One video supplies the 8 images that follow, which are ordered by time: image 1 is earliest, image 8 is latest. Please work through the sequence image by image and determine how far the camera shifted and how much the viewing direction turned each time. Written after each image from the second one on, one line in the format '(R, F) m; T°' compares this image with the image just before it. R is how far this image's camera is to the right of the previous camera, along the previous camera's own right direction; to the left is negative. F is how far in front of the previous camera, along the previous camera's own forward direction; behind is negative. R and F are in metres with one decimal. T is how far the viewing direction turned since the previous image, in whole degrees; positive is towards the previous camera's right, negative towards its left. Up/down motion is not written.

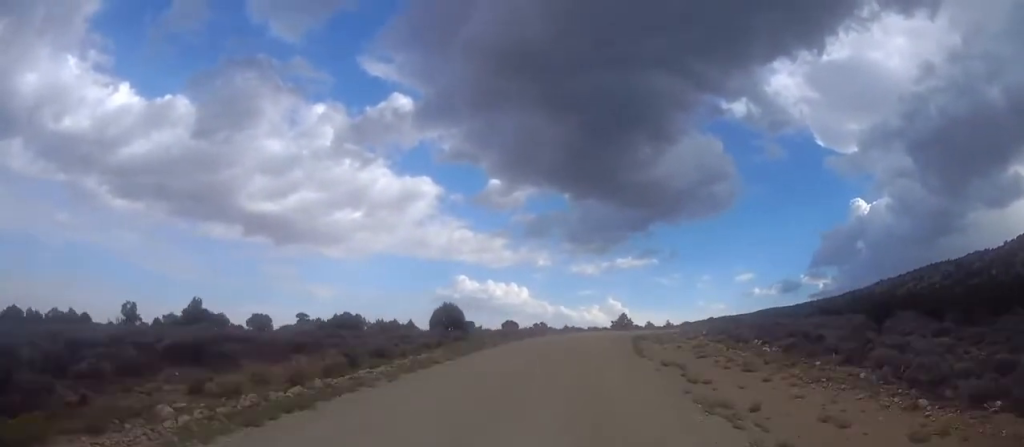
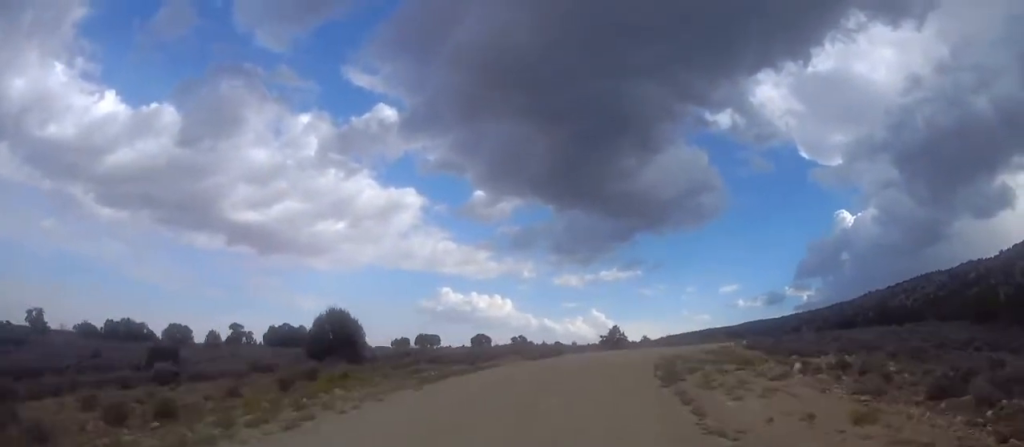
(-0.4, +20.0) m; +1°
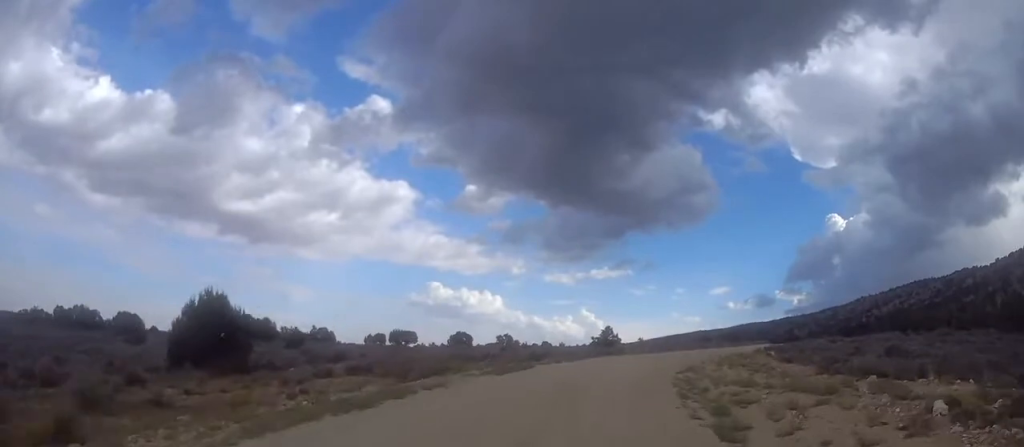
(+0.3, +9.5) m; +2°
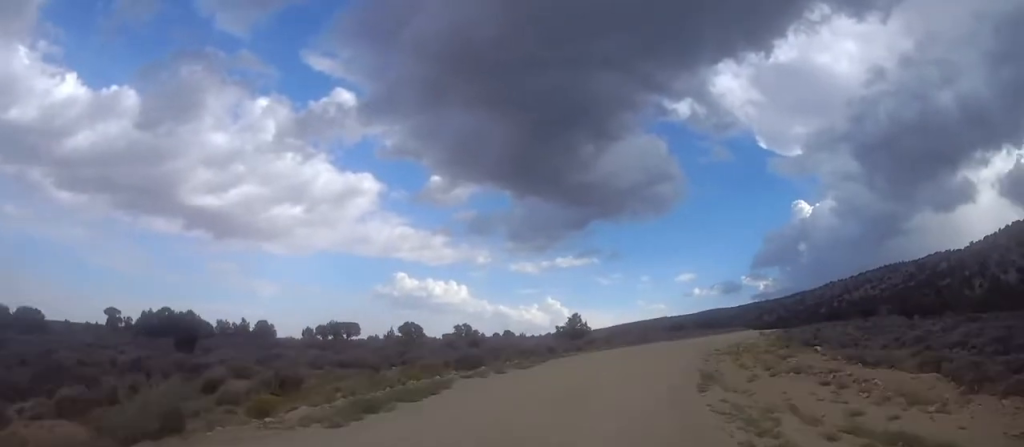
(+0.3, +12.9) m; +2°
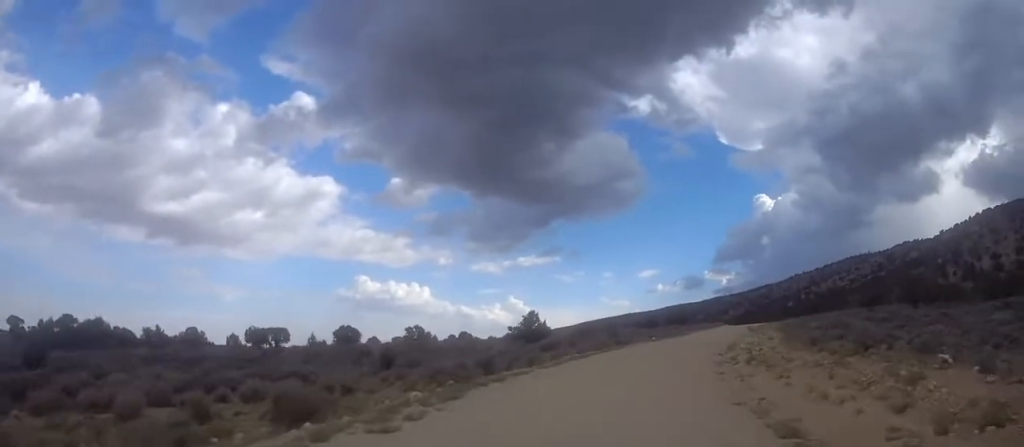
(+0.1, +12.8) m; +1°
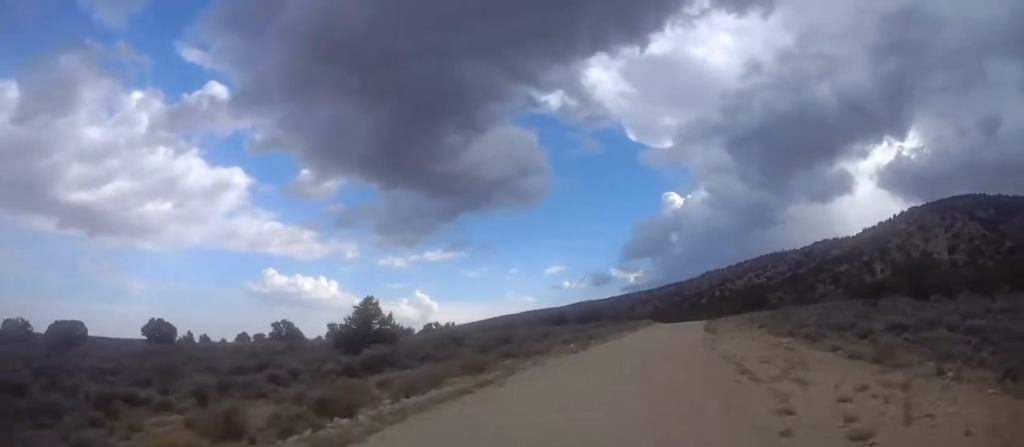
(+1.5, +24.8) m; +8°
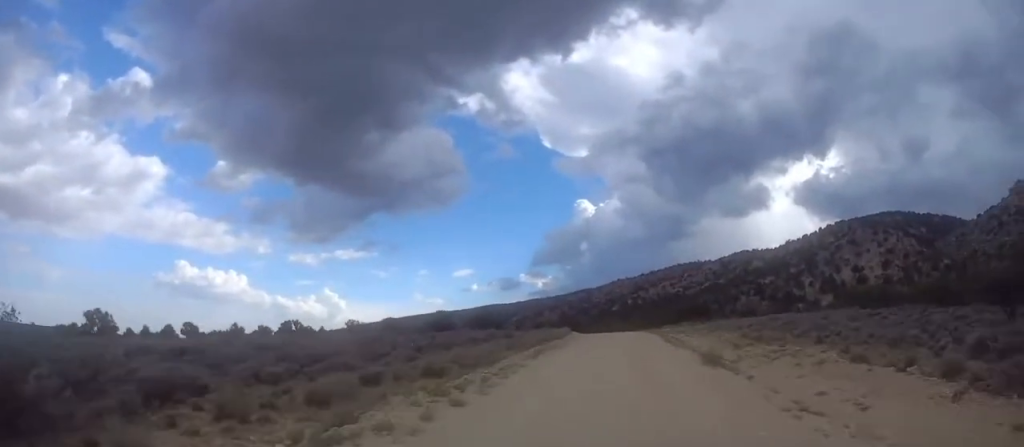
(+2.5, +32.1) m; +8°
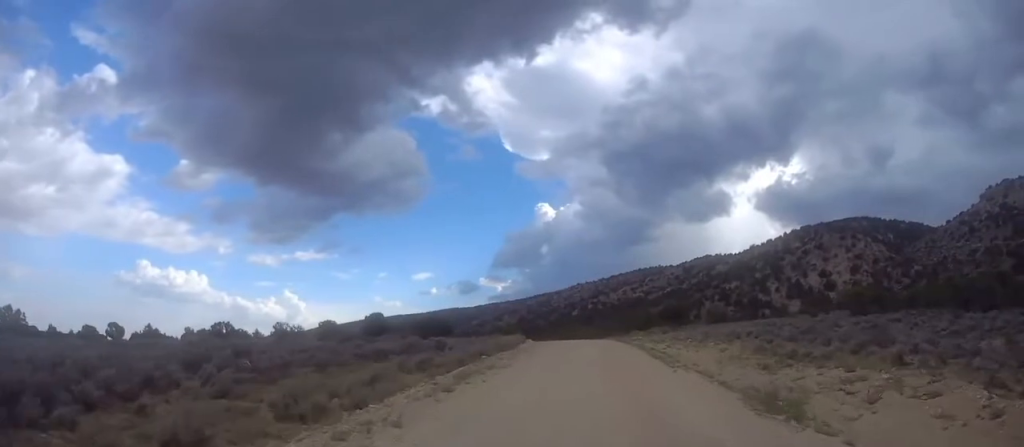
(+0.4, +12.4) m; +4°
